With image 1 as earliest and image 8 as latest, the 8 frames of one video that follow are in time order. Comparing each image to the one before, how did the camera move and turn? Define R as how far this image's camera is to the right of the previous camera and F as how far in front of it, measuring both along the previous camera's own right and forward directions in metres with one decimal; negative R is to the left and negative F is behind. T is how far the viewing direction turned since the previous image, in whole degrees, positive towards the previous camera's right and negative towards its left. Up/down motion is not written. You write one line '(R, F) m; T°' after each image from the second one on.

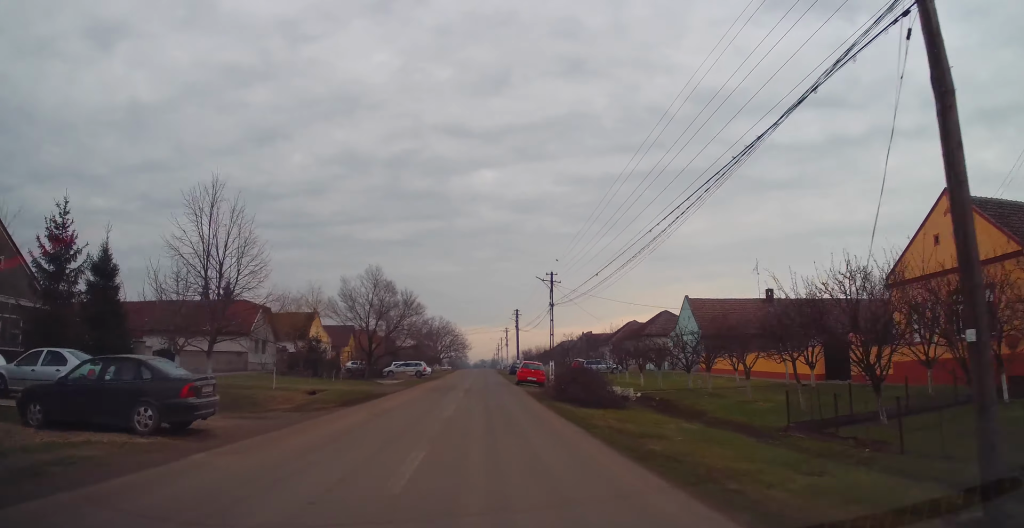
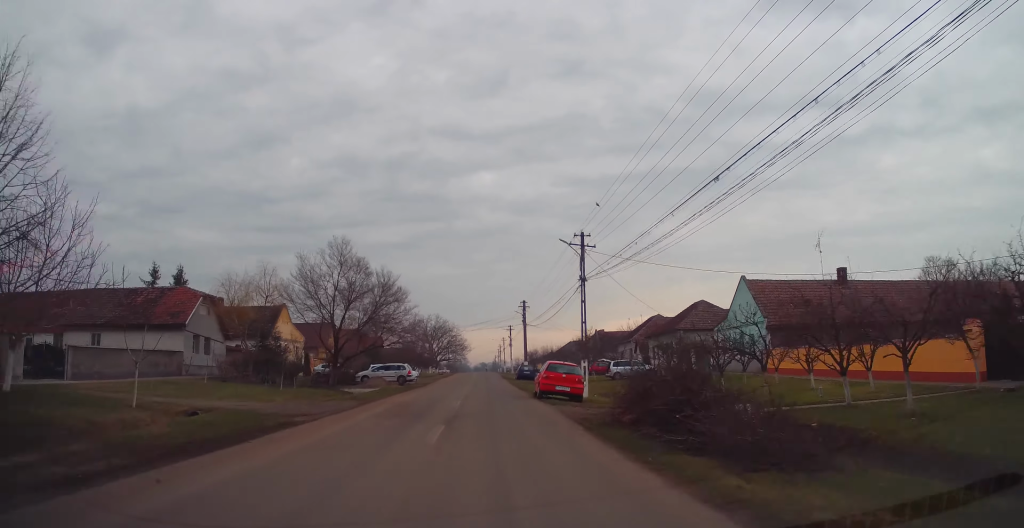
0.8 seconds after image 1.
(0.0, +13.6) m; 0°
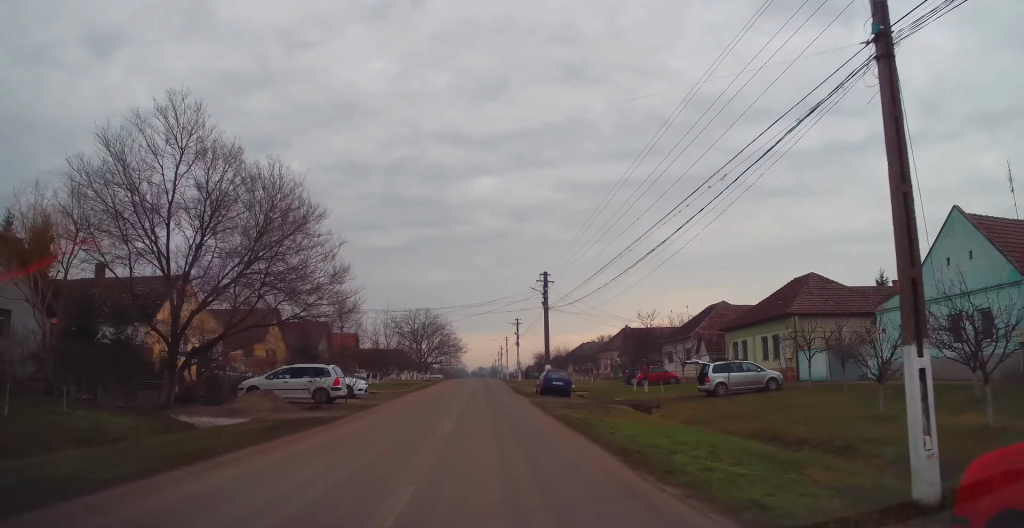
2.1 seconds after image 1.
(+0.1, +24.0) m; +1°
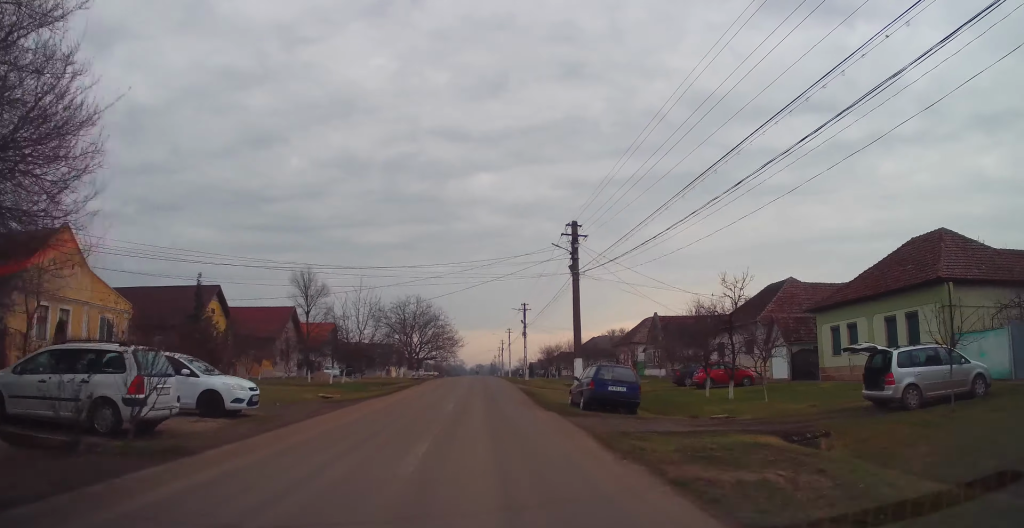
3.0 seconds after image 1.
(+0.1, +15.0) m; 0°
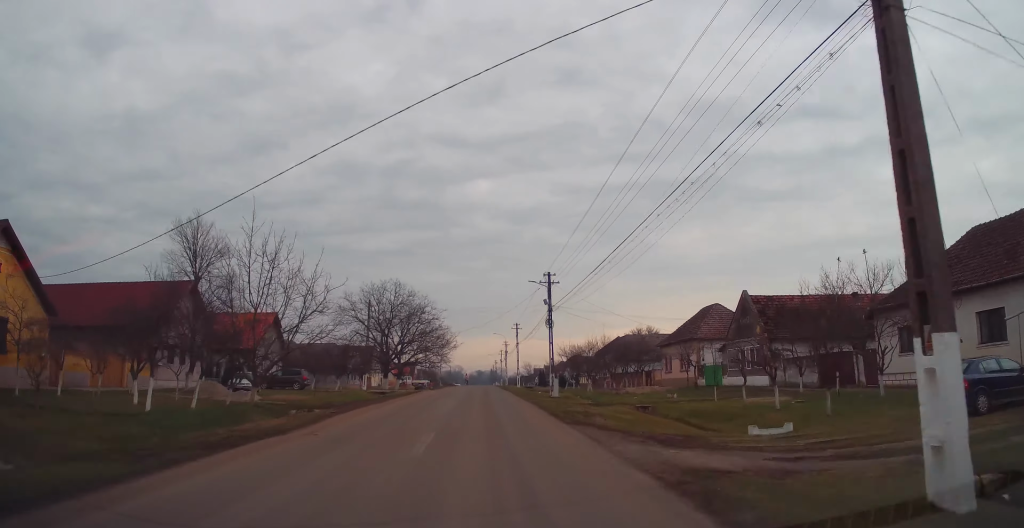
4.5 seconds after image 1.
(+0.1, +24.9) m; +1°
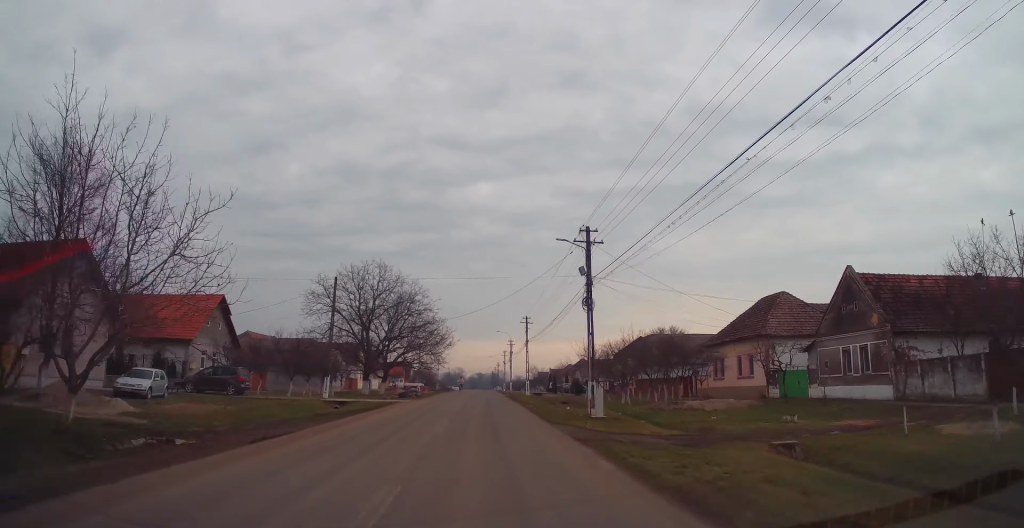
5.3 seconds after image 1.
(+0.1, +13.9) m; 0°
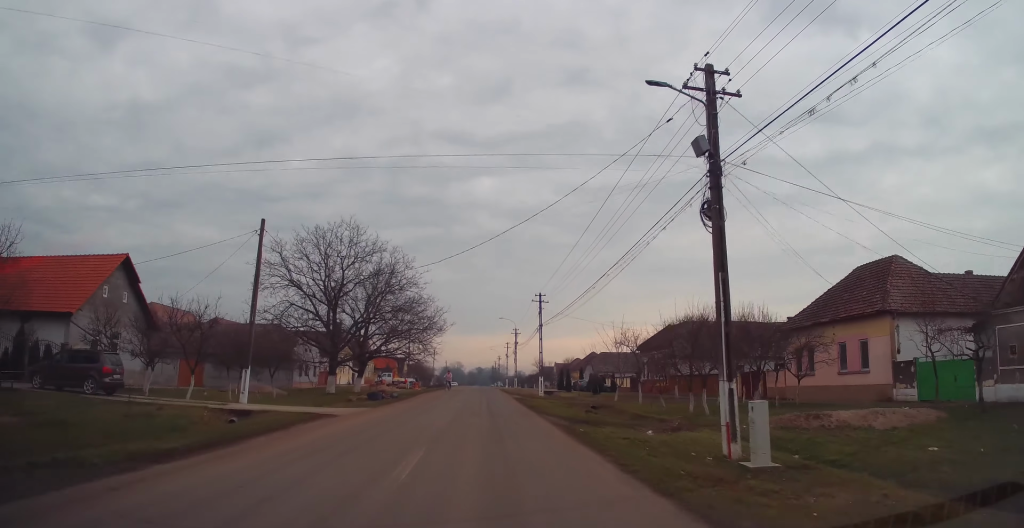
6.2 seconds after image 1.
(0.0, +14.4) m; -1°
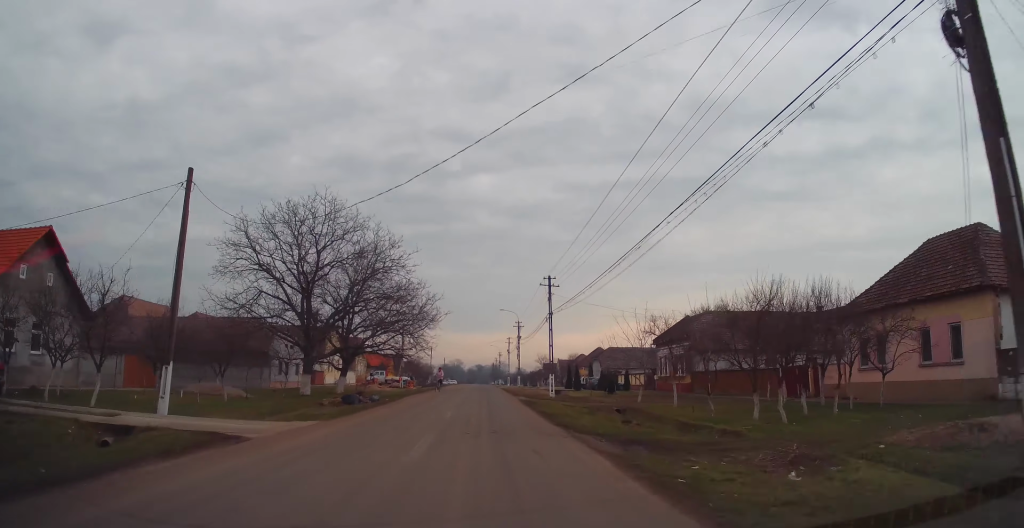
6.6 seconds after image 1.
(+0.1, +7.2) m; -1°
